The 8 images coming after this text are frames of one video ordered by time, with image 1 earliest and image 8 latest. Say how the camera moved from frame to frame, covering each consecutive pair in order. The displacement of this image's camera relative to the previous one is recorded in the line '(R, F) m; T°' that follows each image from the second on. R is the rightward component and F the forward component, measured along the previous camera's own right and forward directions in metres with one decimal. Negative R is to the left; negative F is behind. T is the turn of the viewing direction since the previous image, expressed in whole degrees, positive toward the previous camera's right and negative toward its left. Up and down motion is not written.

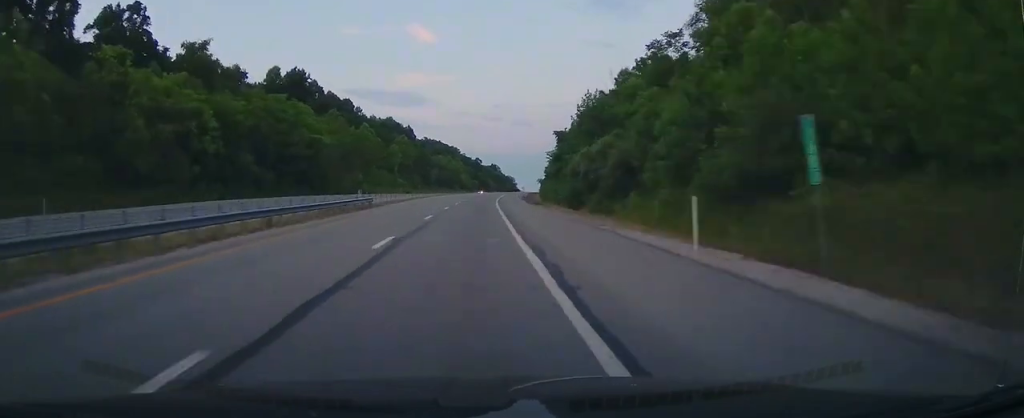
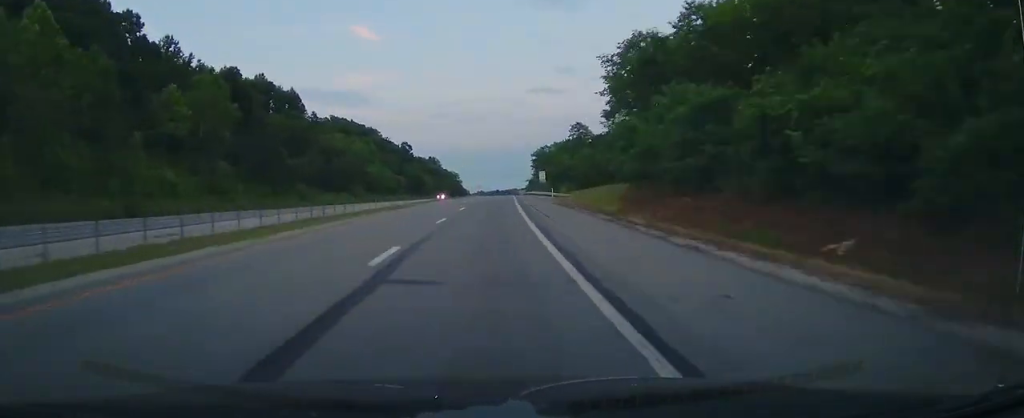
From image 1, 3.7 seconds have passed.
(+6.5, +141.6) m; +4°
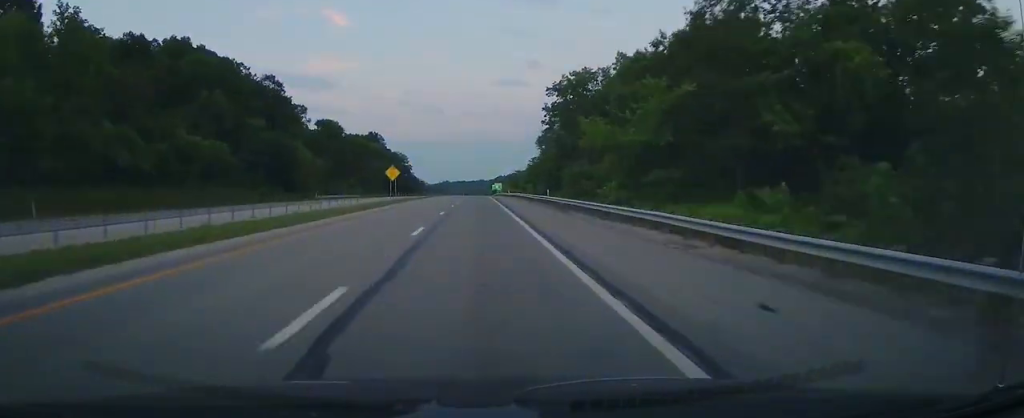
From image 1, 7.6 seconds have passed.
(+3.4, +110.9) m; +2°
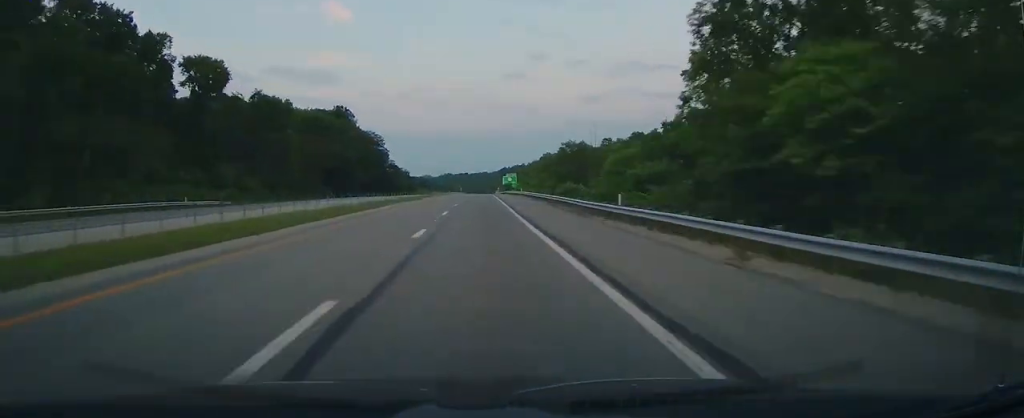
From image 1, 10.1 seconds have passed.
(+0.3, +76.5) m; 0°
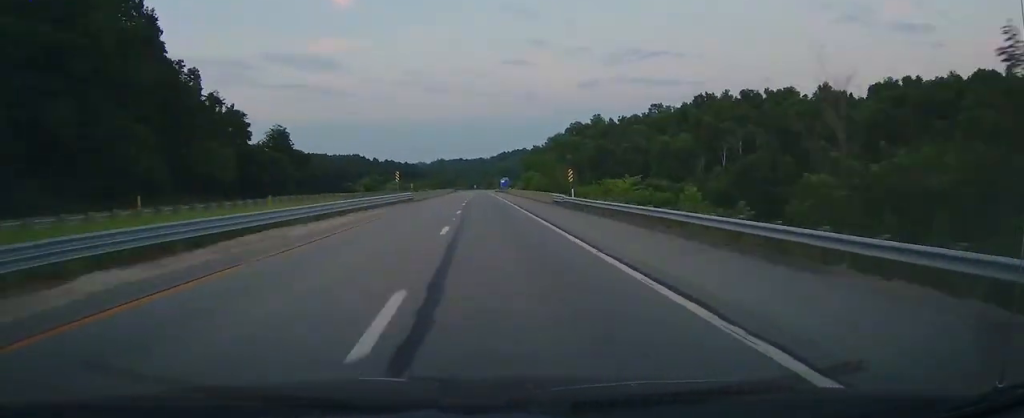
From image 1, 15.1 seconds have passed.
(-0.3, +164.2) m; 0°
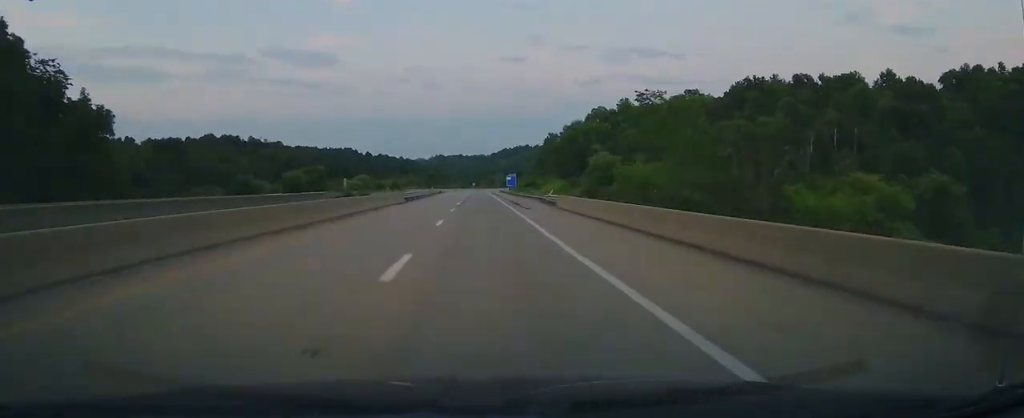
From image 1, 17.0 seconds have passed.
(0.0, +65.8) m; +1°
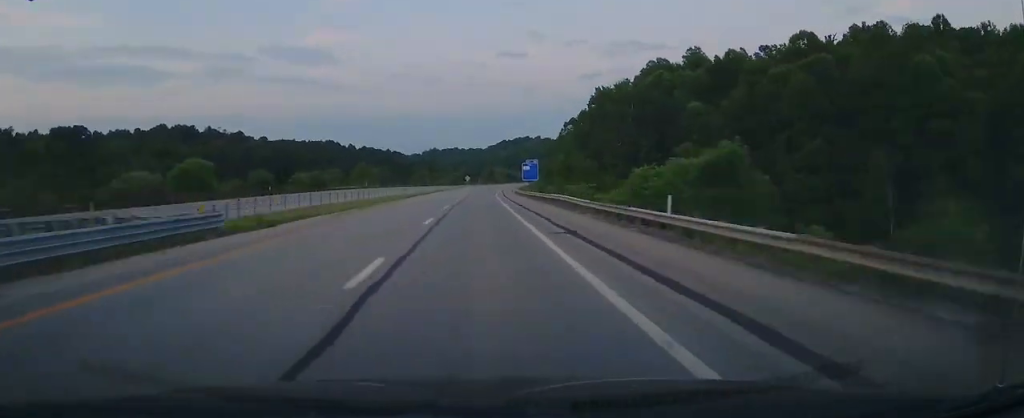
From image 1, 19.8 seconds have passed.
(+0.2, +103.5) m; +3°
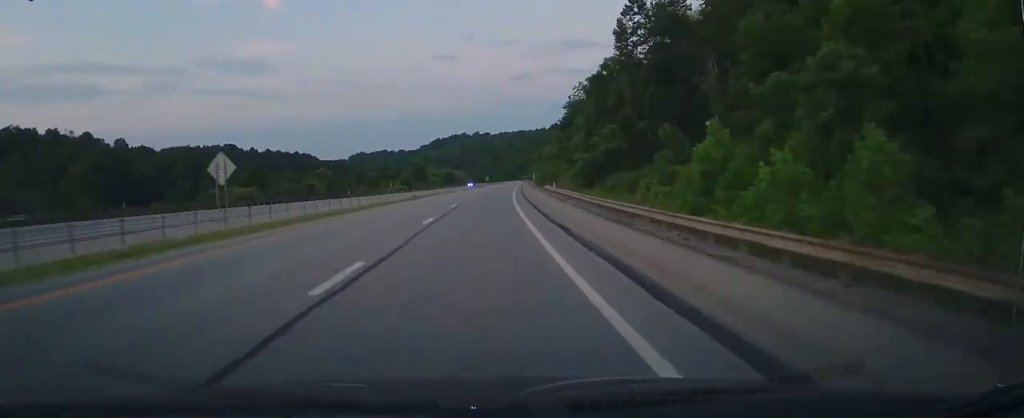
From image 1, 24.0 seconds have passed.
(+8.5, +170.8) m; +6°
